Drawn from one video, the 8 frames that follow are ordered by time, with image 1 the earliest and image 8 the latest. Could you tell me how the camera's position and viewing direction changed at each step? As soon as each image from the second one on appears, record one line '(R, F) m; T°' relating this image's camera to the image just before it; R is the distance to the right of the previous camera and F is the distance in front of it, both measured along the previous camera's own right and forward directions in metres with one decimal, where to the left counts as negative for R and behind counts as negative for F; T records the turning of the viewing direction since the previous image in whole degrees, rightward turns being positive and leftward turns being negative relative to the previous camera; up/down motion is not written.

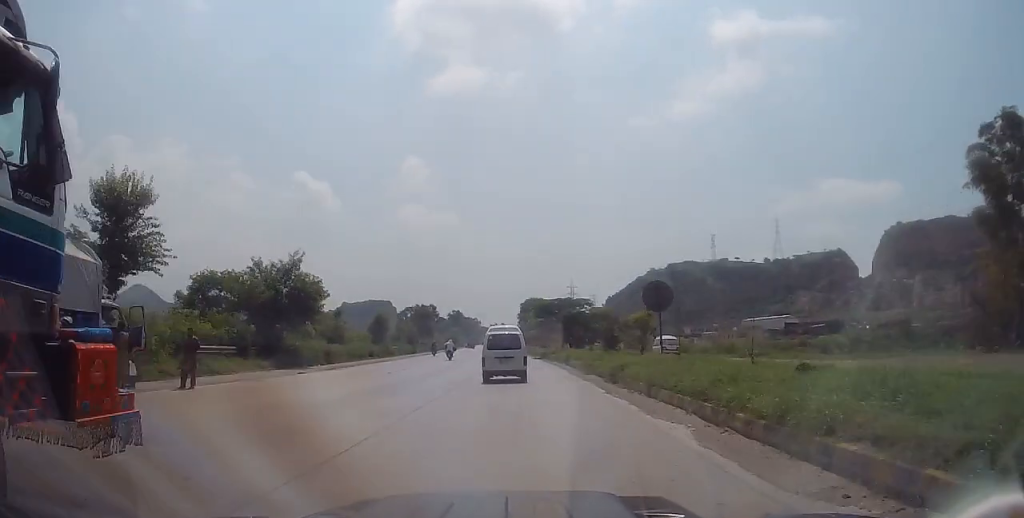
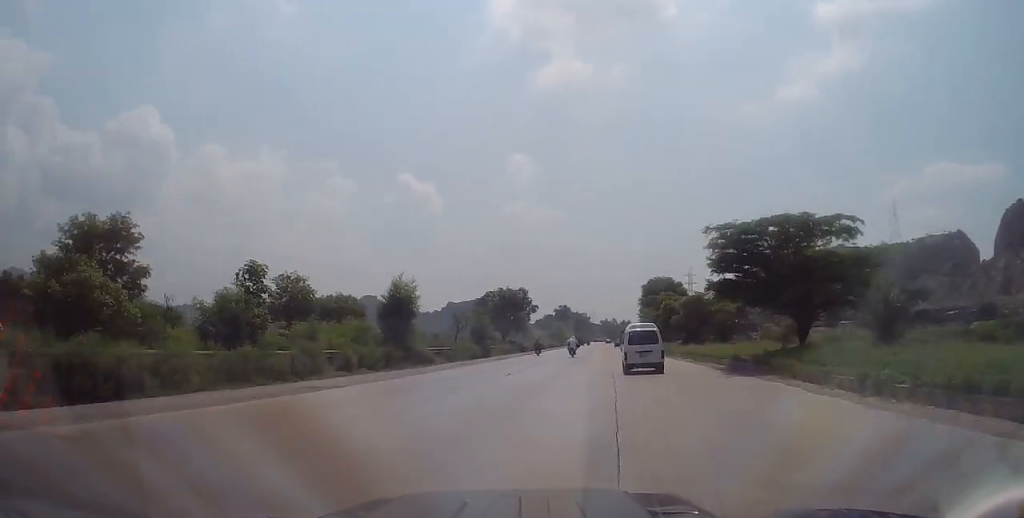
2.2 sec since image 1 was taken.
(-2.6, +32.0) m; -8°
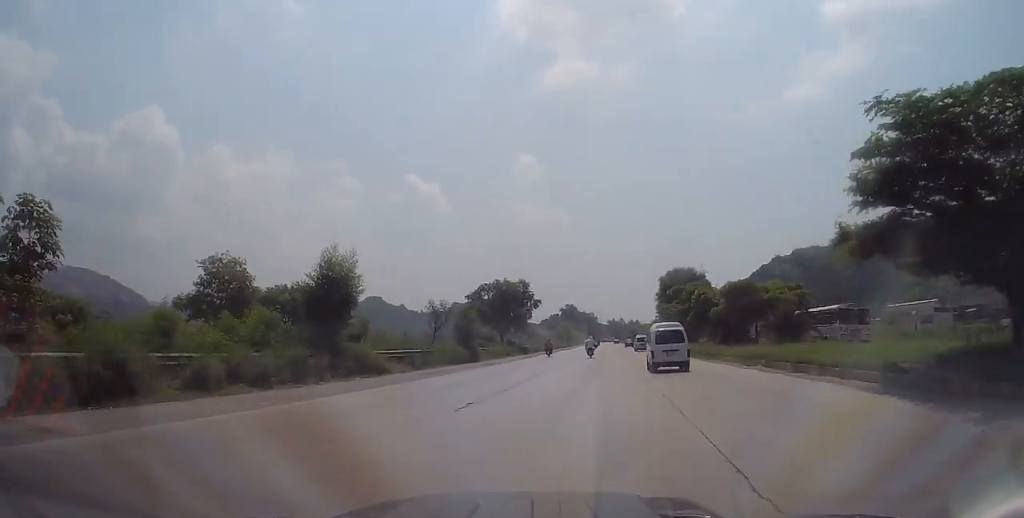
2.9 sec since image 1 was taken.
(0.0, +11.5) m; 0°
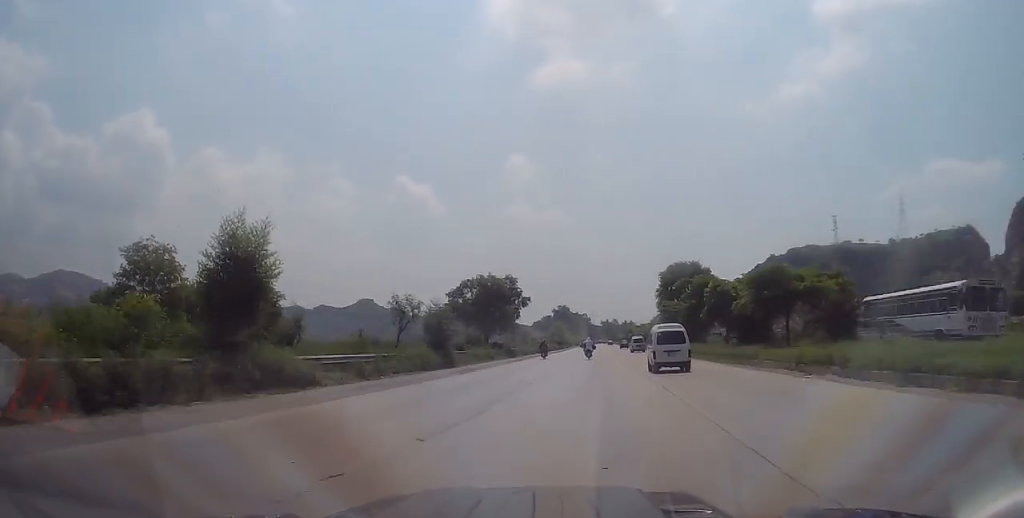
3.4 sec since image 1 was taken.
(+0.2, +7.0) m; 0°
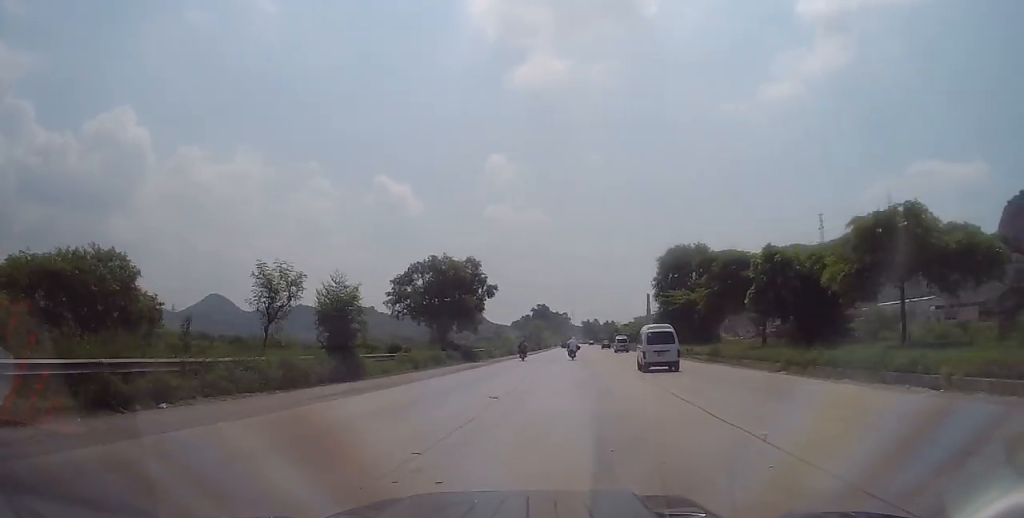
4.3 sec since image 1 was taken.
(-0.2, +13.7) m; 0°
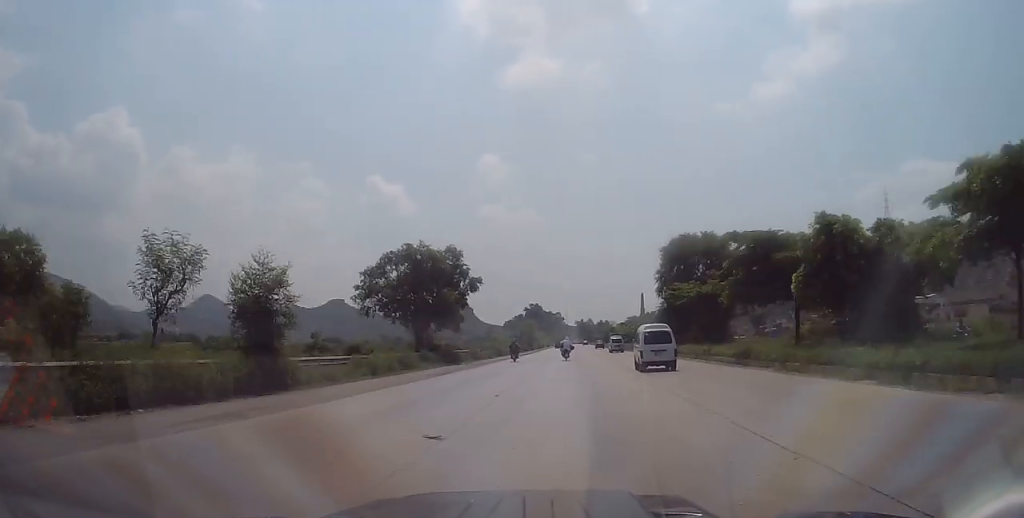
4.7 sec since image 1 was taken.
(0.0, +6.2) m; 0°
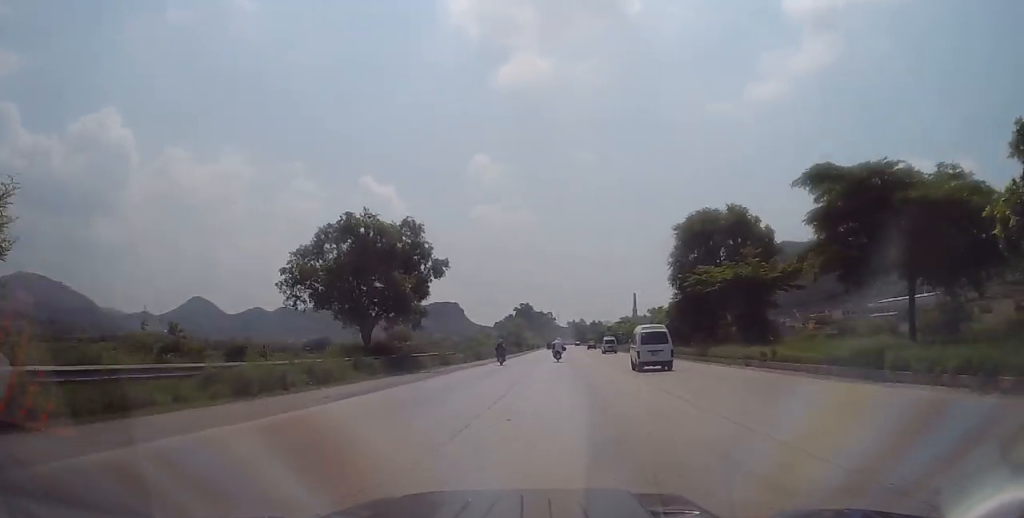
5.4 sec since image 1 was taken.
(+0.1, +10.8) m; +1°
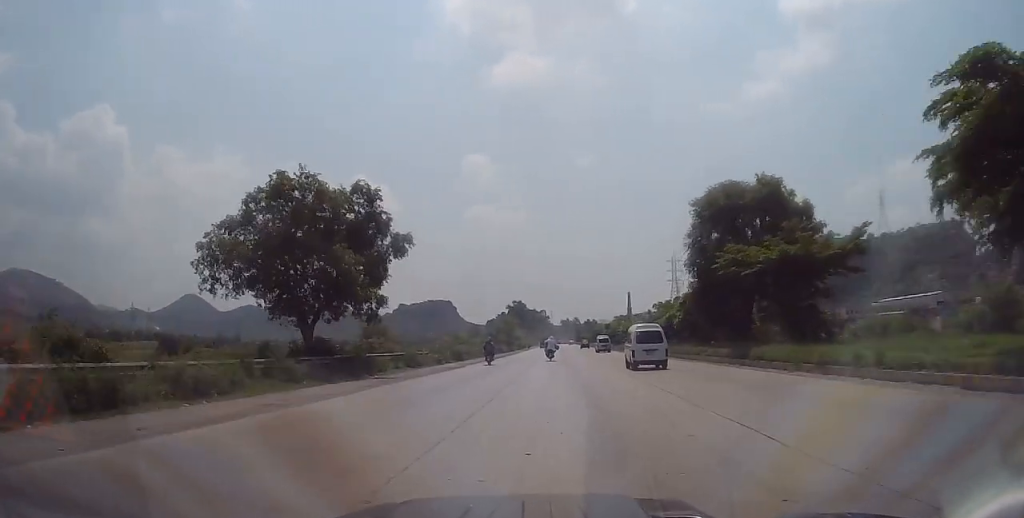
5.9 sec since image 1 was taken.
(+0.1, +7.9) m; +1°
